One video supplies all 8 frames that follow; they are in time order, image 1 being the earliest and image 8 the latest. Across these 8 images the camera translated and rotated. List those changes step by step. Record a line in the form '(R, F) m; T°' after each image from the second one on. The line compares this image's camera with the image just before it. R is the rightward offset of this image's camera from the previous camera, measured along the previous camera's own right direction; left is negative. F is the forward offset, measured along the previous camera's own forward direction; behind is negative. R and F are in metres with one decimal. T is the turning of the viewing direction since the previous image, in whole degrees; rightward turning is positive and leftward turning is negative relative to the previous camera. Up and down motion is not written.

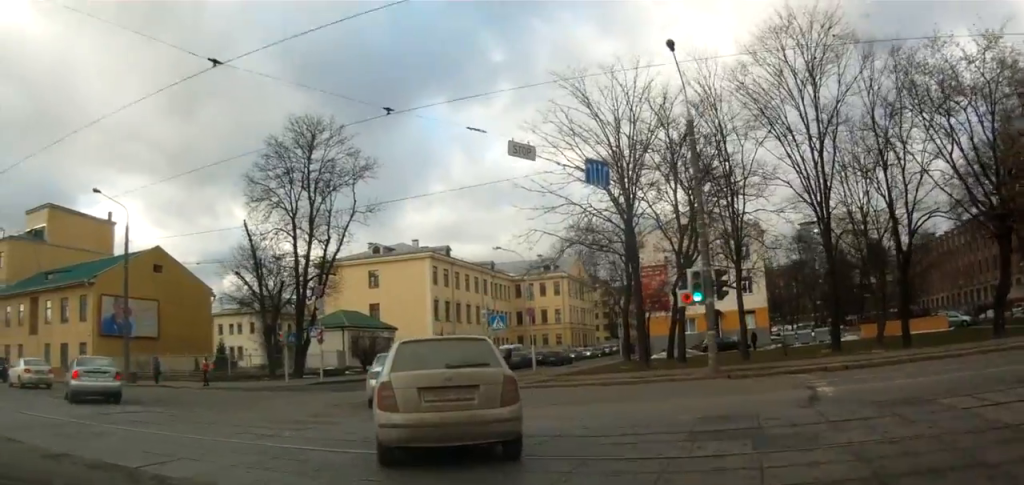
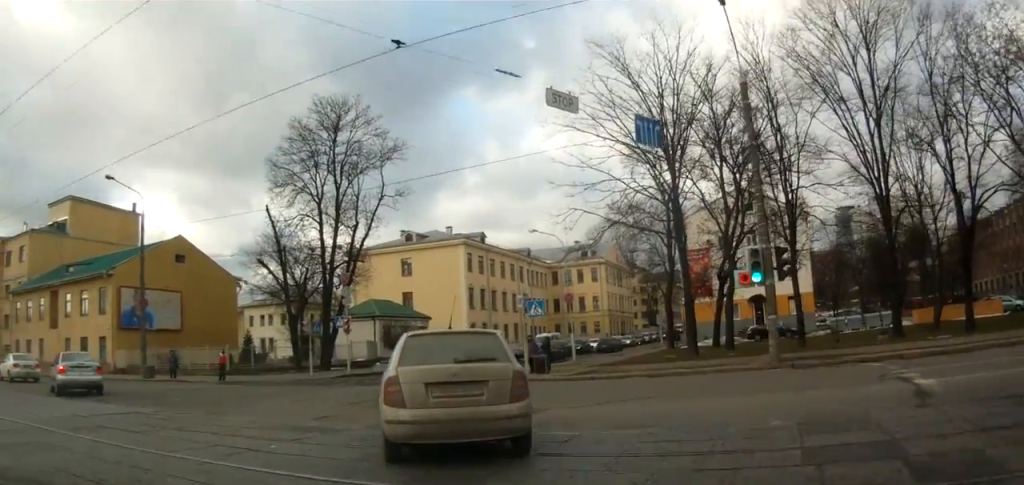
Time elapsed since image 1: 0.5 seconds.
(-0.1, +2.3) m; -3°
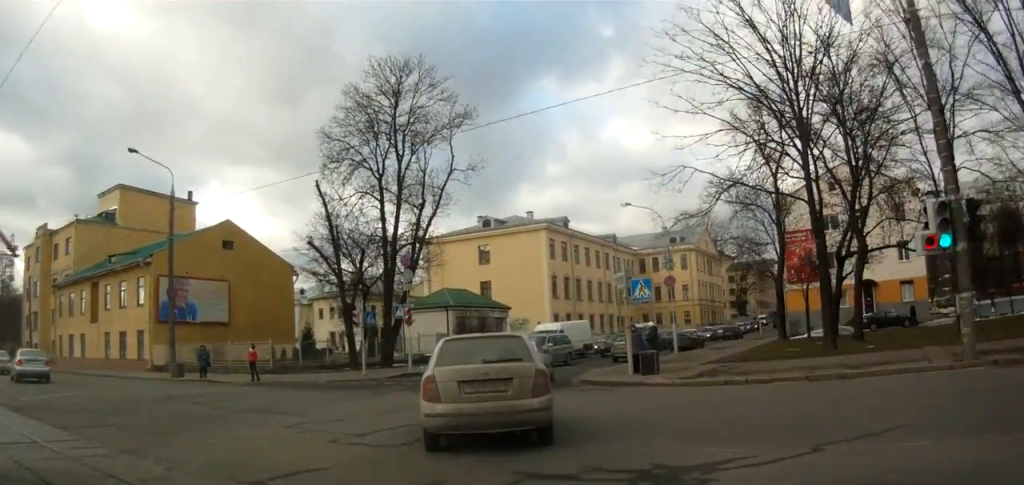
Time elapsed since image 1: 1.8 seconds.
(-0.1, +6.3) m; -3°
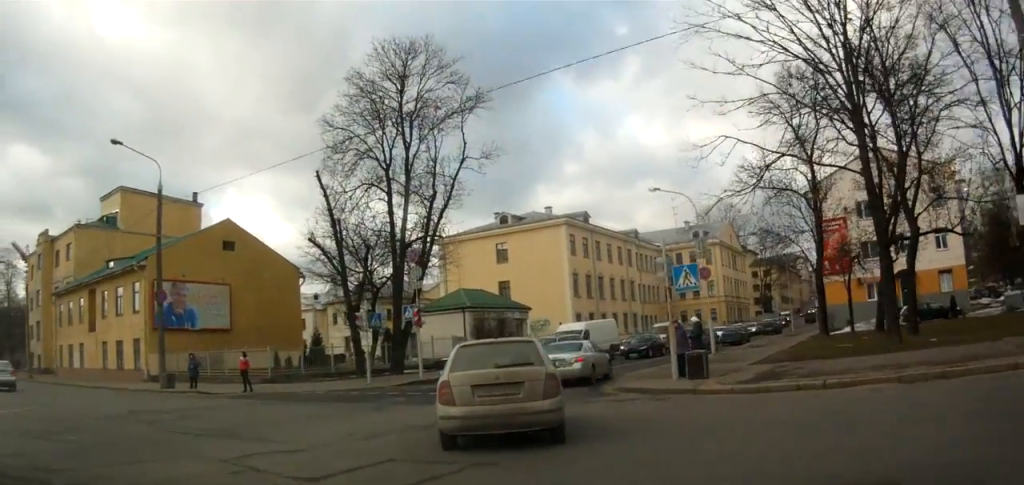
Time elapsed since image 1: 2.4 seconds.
(0.0, +3.0) m; -2°
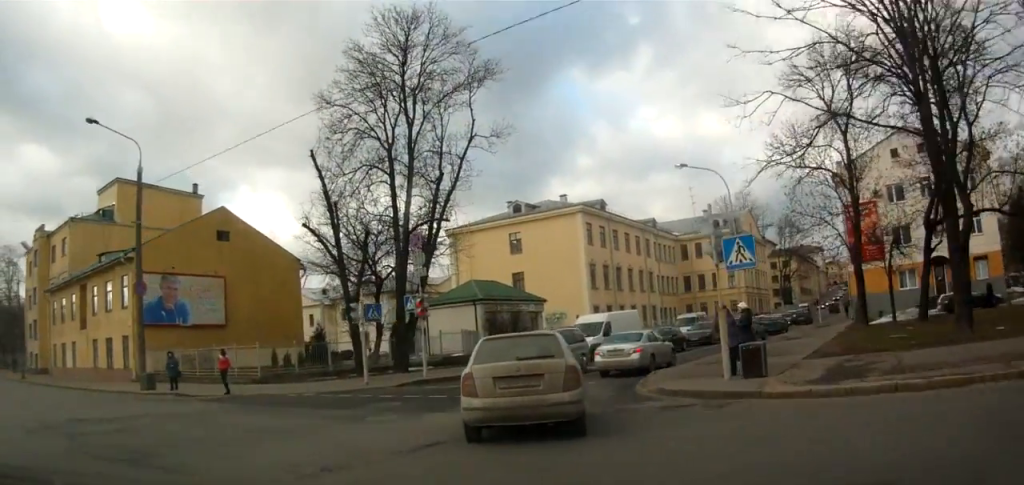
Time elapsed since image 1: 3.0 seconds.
(-0.1, +2.8) m; -1°
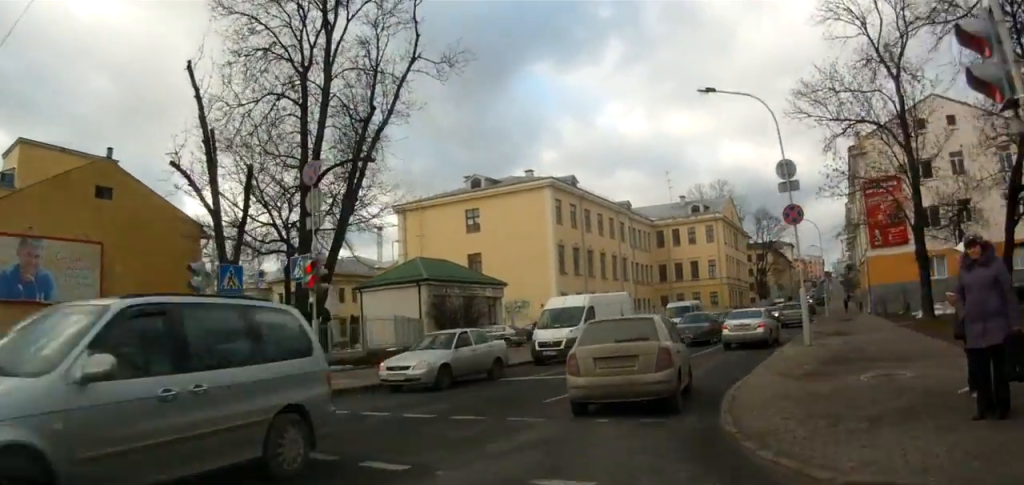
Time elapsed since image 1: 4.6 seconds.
(+0.1, +9.3) m; +10°
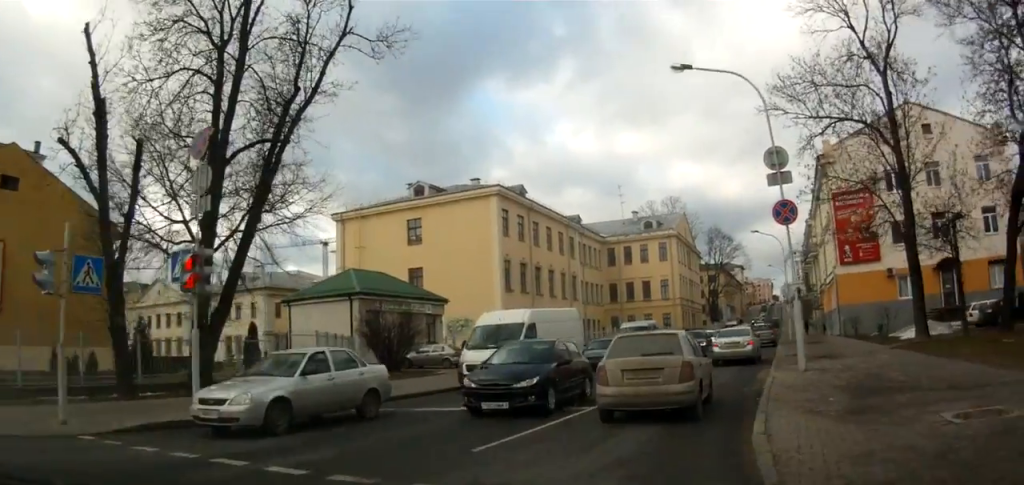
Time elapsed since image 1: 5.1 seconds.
(+0.6, +3.6) m; +2°
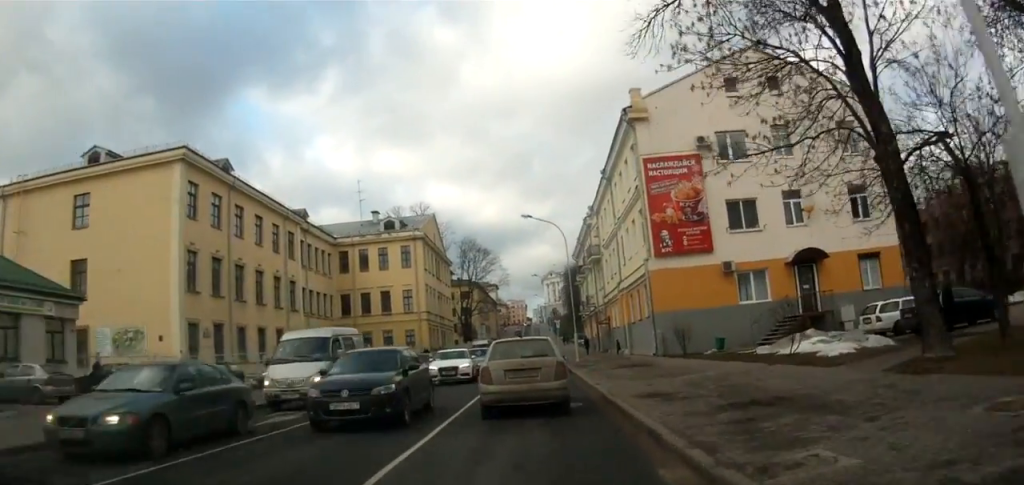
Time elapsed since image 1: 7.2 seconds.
(+1.3, +15.0) m; +13°
